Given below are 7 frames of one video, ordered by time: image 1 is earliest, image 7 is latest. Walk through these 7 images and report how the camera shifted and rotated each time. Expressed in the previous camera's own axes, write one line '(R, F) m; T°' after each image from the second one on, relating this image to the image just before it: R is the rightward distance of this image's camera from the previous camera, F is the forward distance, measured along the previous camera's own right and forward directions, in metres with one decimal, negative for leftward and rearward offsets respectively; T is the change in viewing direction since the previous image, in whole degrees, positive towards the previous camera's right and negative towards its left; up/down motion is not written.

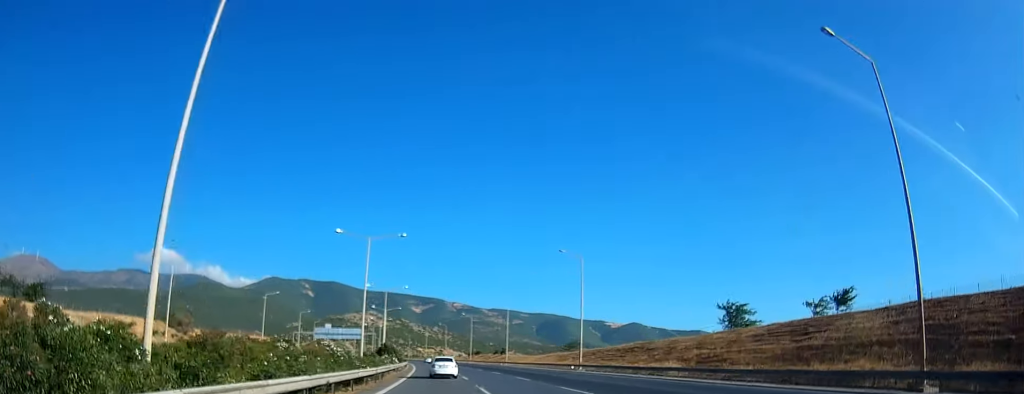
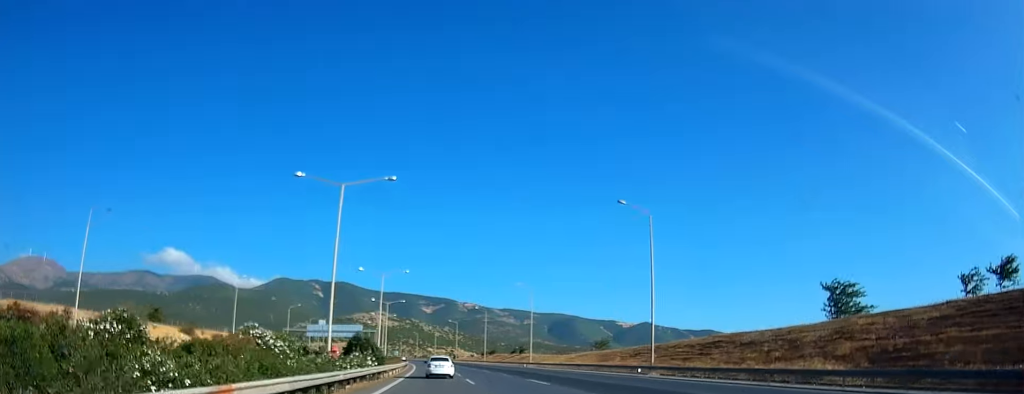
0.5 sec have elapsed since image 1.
(-0.4, +21.8) m; -1°
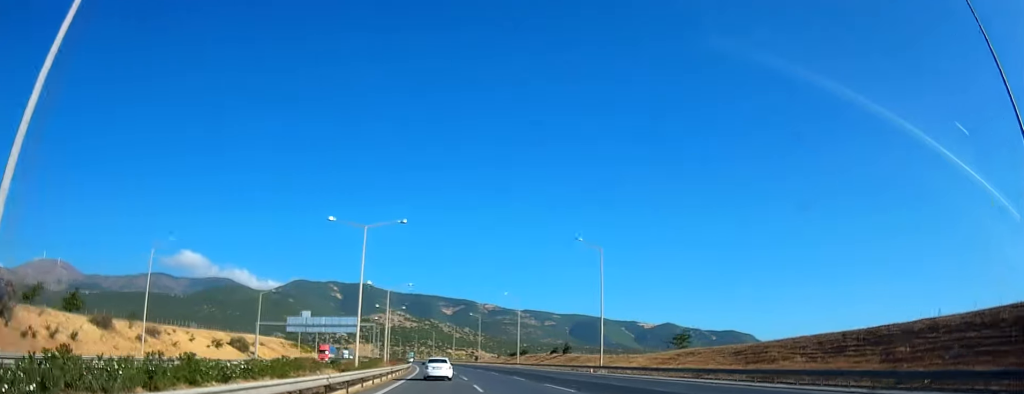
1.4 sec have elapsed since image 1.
(-0.4, +36.0) m; -2°
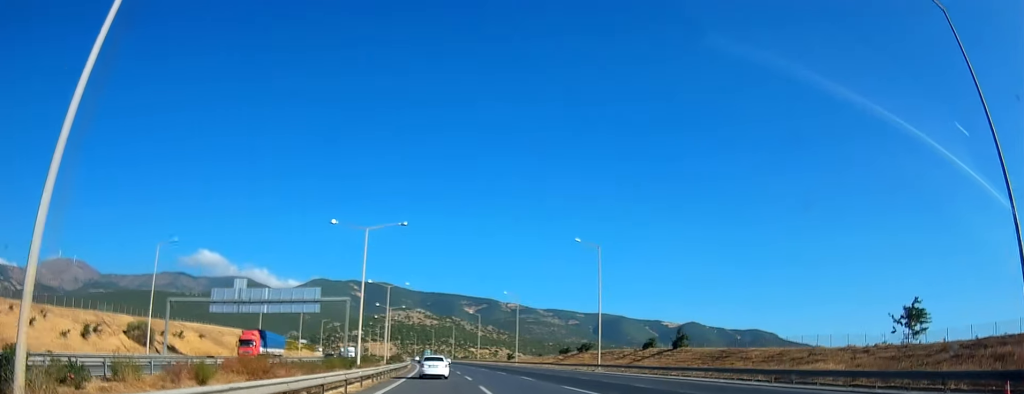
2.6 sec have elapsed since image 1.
(-1.0, +48.4) m; -2°
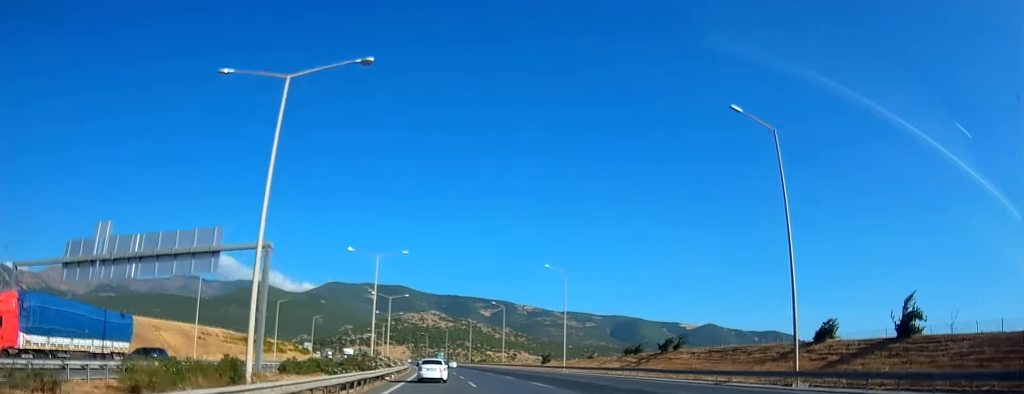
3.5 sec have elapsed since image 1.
(-0.4, +35.3) m; -2°
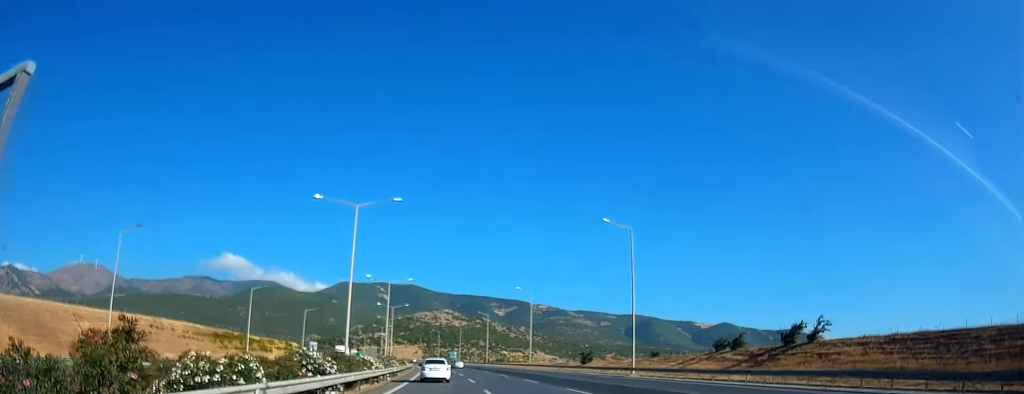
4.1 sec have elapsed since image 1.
(+0.1, +25.2) m; -1°
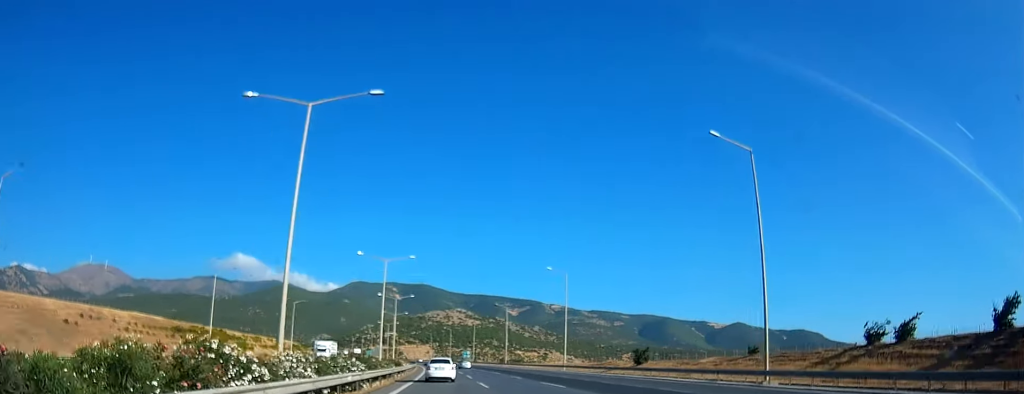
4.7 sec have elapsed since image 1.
(-0.6, +21.7) m; -1°
